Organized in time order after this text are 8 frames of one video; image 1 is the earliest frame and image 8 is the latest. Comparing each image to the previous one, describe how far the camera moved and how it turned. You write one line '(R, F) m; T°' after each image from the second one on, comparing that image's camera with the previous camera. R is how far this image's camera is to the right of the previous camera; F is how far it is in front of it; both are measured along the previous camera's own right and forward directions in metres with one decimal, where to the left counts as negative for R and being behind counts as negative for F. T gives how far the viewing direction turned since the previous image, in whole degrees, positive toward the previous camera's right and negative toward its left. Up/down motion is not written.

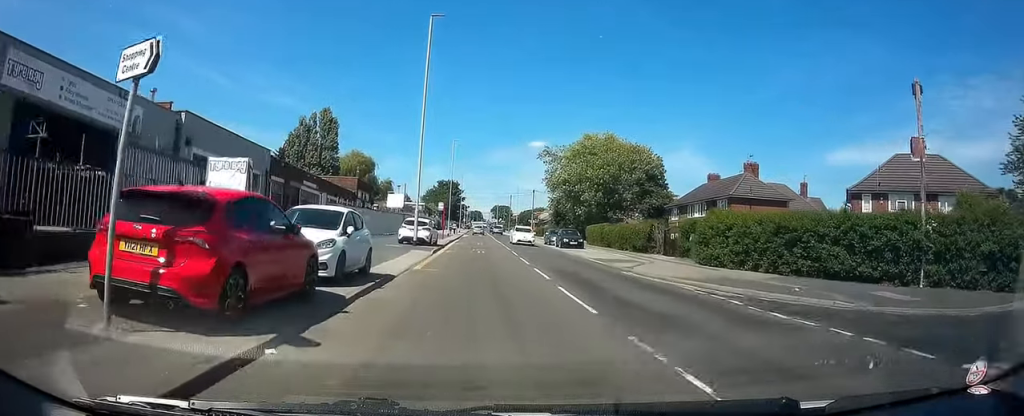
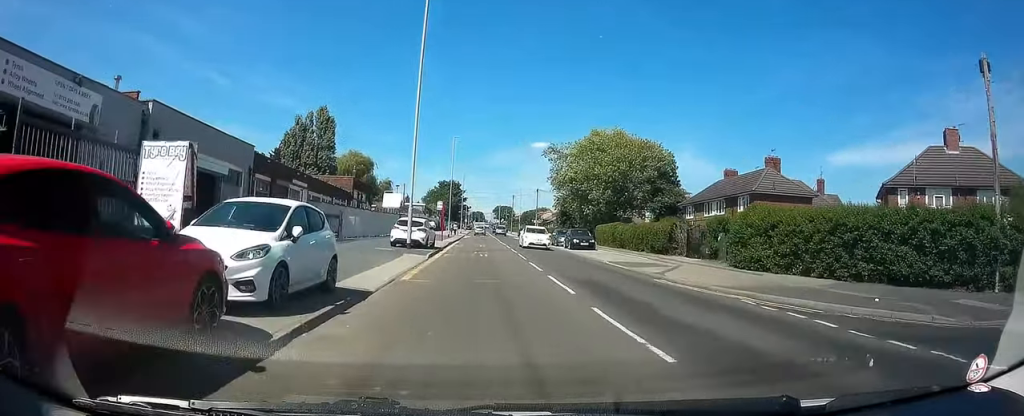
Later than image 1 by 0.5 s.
(0.0, +3.4) m; 0°
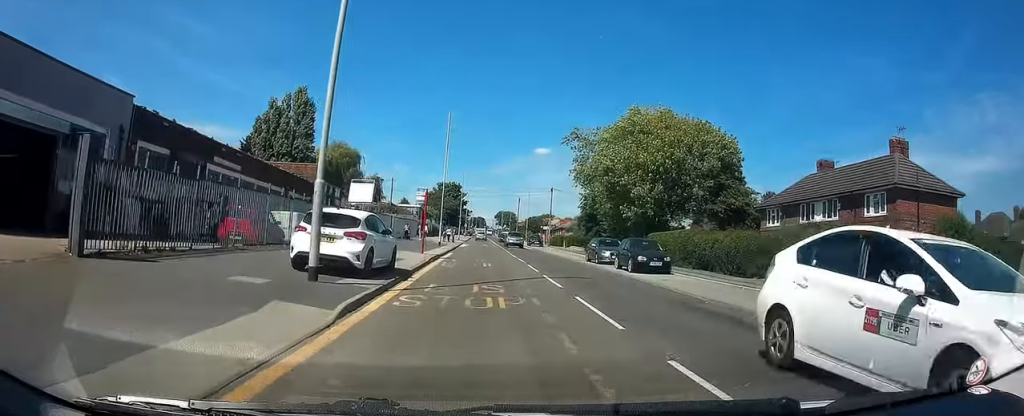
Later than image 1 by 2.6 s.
(-0.4, +14.5) m; -3°
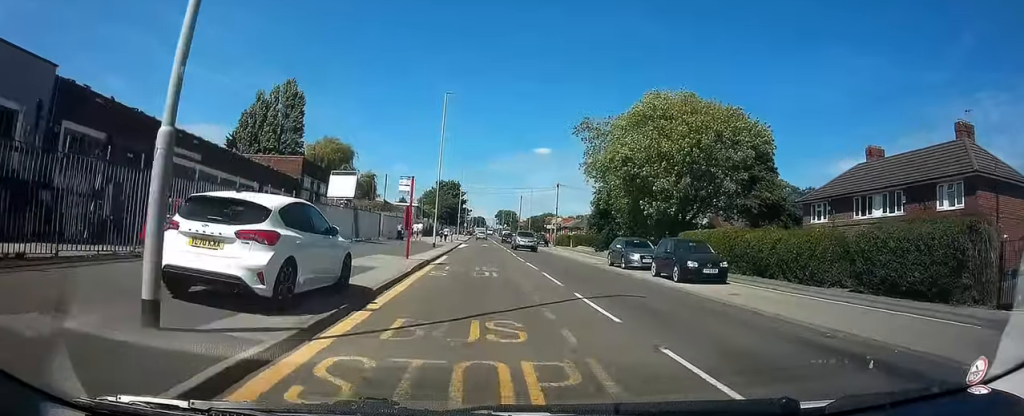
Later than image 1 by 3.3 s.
(-0.1, +5.3) m; 0°
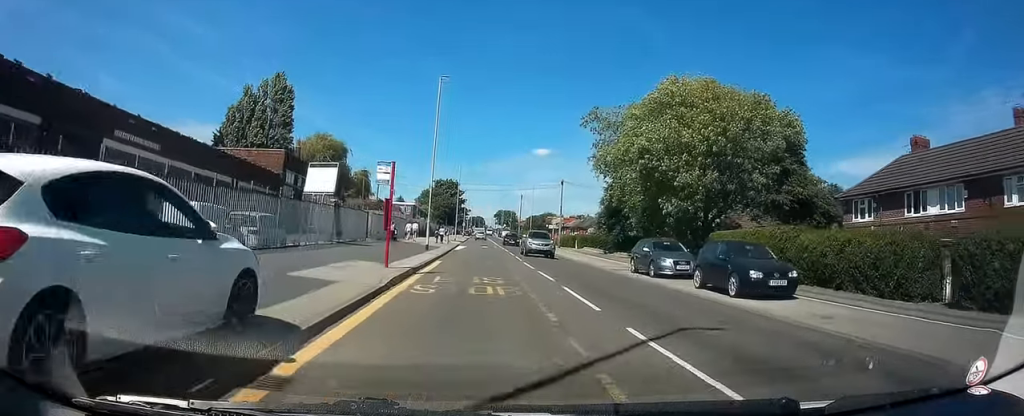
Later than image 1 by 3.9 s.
(+0.1, +4.3) m; 0°
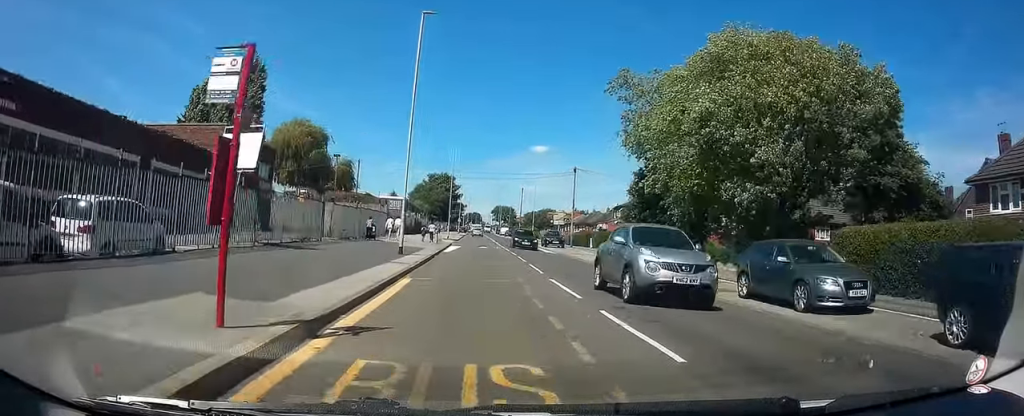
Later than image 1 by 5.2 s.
(0.0, +10.5) m; -1°
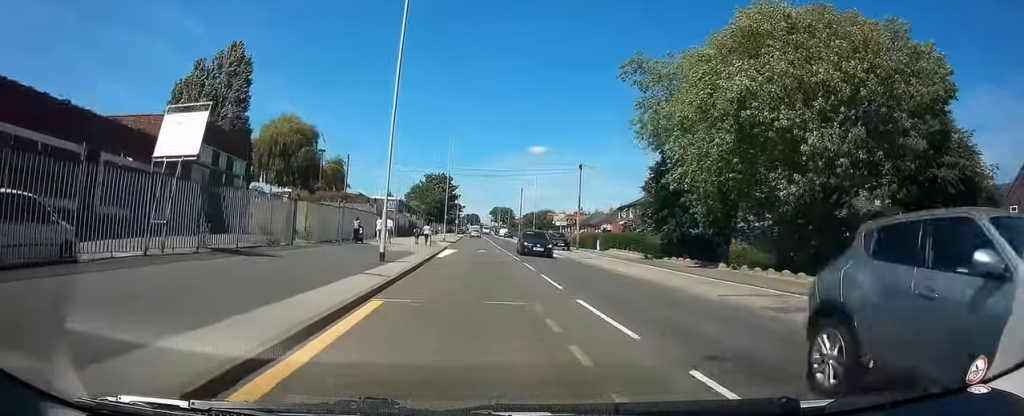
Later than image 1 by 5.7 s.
(0.0, +4.2) m; +1°
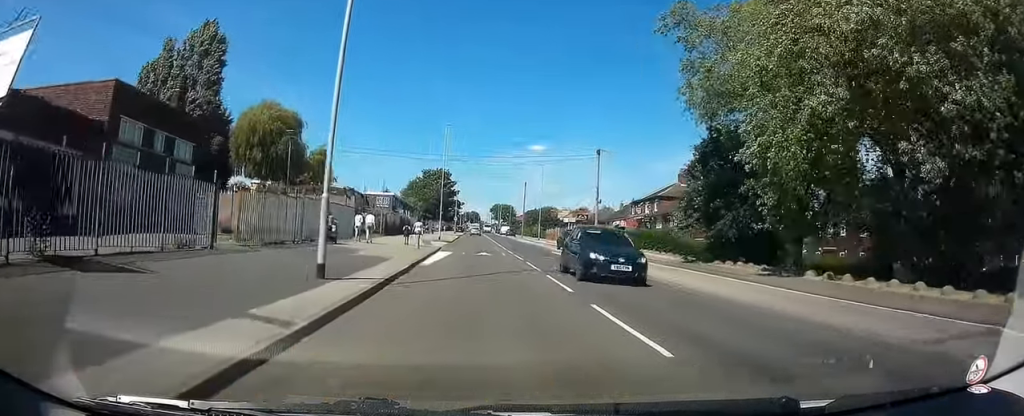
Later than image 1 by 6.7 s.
(+0.1, +7.7) m; +1°
